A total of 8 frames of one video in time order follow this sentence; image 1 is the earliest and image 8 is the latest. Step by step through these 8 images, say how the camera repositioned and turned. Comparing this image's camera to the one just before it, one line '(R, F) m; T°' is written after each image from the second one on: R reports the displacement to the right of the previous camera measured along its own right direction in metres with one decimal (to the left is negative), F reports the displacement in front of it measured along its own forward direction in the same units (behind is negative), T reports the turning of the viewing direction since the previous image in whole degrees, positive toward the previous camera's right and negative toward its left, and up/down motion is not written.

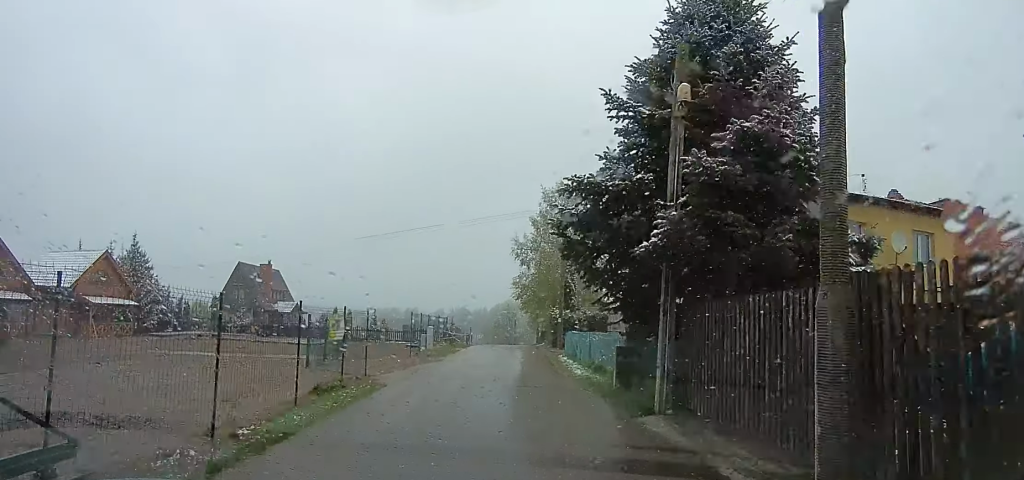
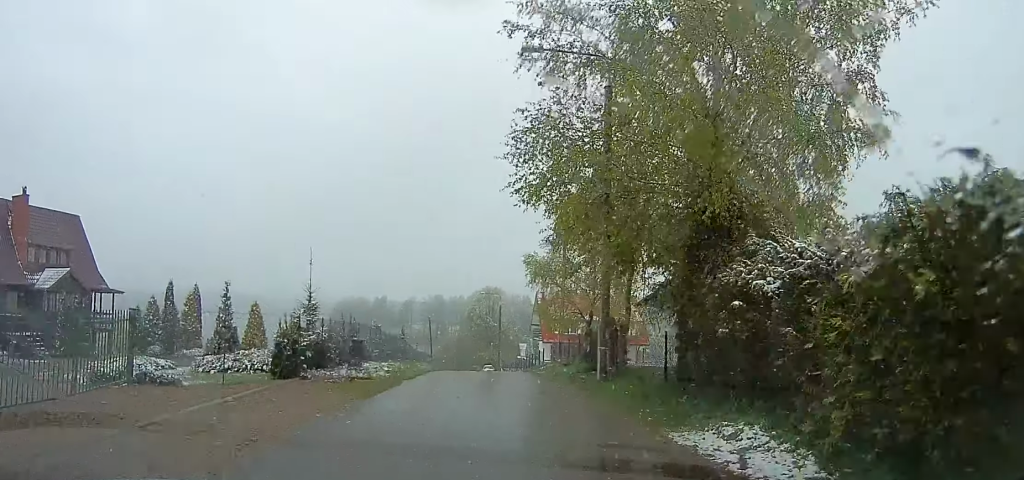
(+1.8, +32.6) m; +8°
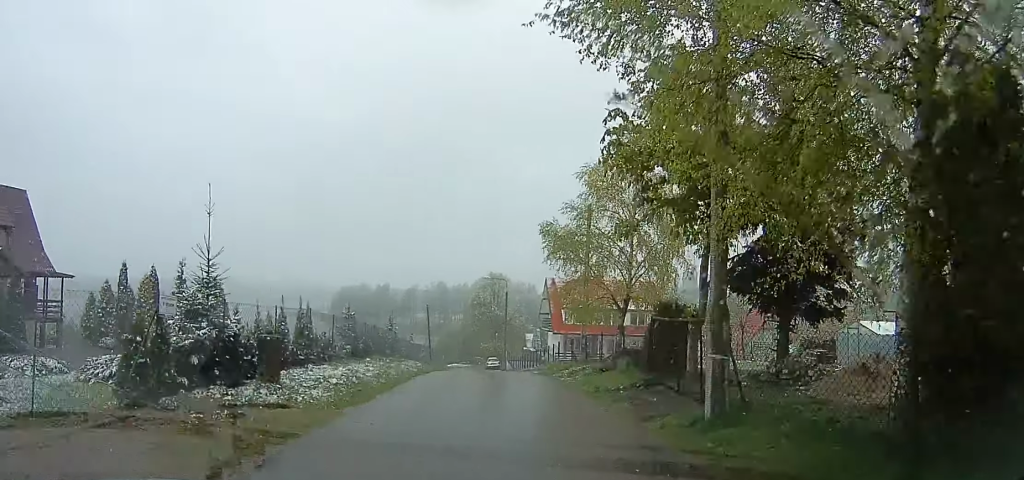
(+0.5, +5.8) m; -2°
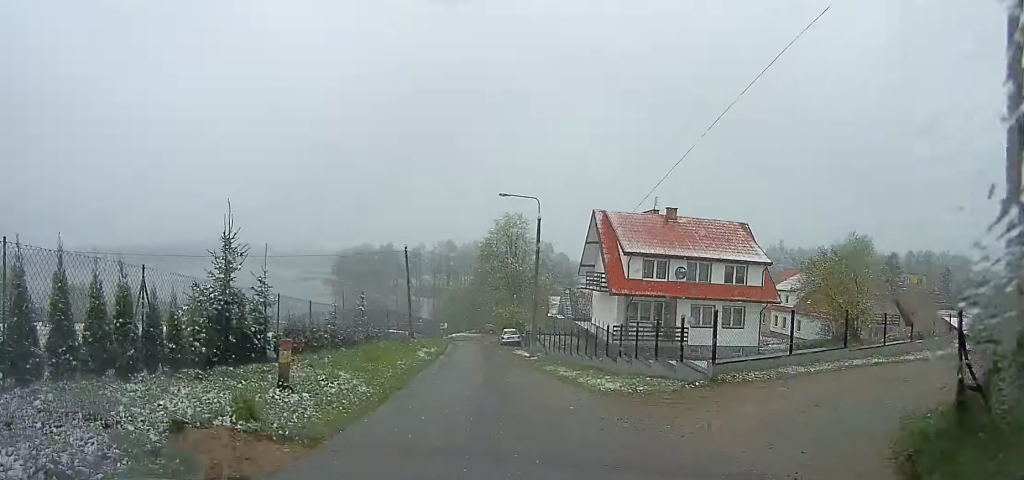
(-1.7, +19.8) m; -4°
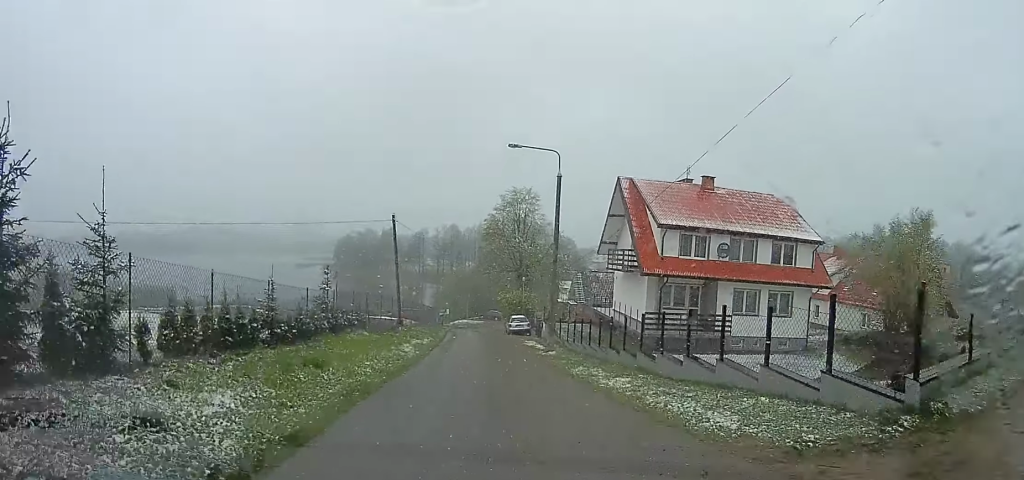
(+0.2, +5.5) m; +2°
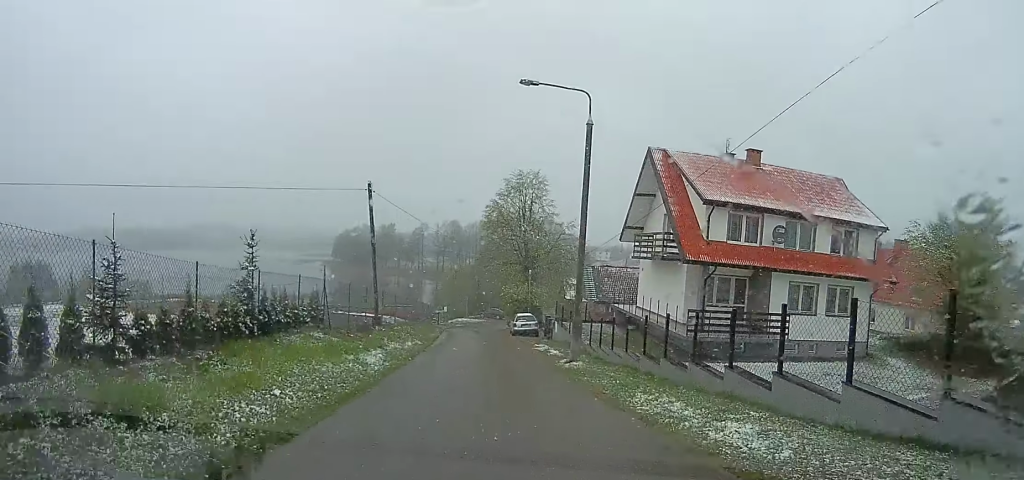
(0.0, +5.8) m; 0°
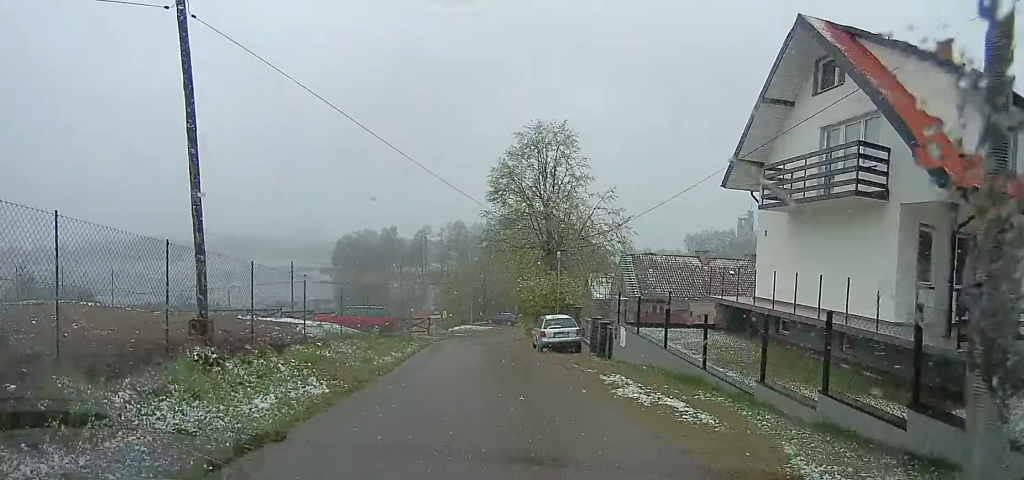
(0.0, +13.4) m; -2°
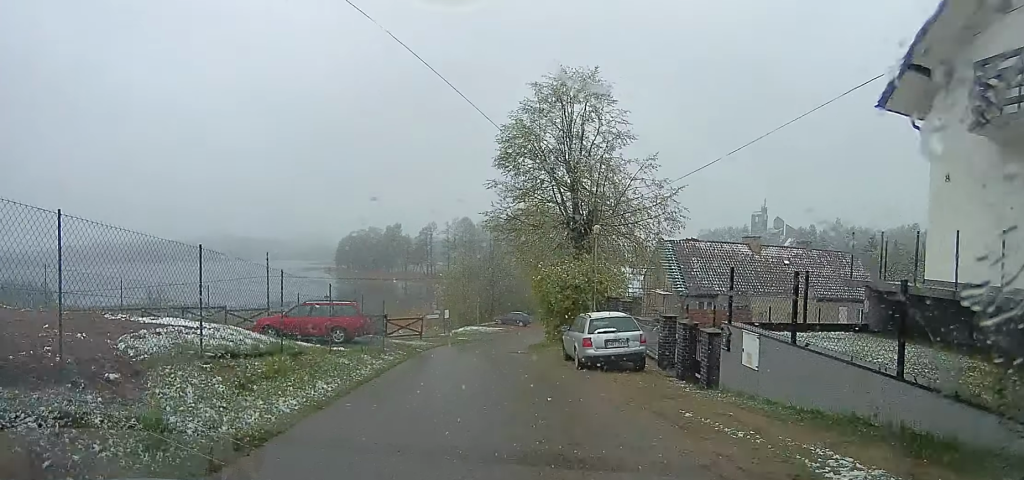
(-0.1, +7.5) m; -2°
